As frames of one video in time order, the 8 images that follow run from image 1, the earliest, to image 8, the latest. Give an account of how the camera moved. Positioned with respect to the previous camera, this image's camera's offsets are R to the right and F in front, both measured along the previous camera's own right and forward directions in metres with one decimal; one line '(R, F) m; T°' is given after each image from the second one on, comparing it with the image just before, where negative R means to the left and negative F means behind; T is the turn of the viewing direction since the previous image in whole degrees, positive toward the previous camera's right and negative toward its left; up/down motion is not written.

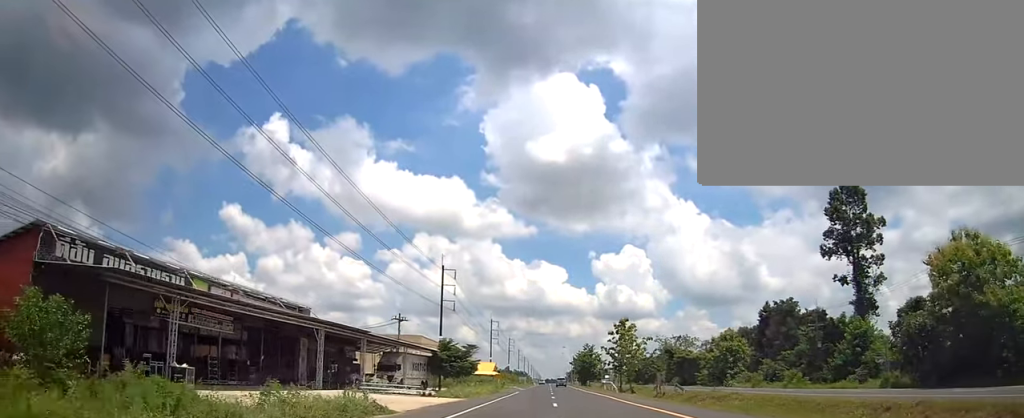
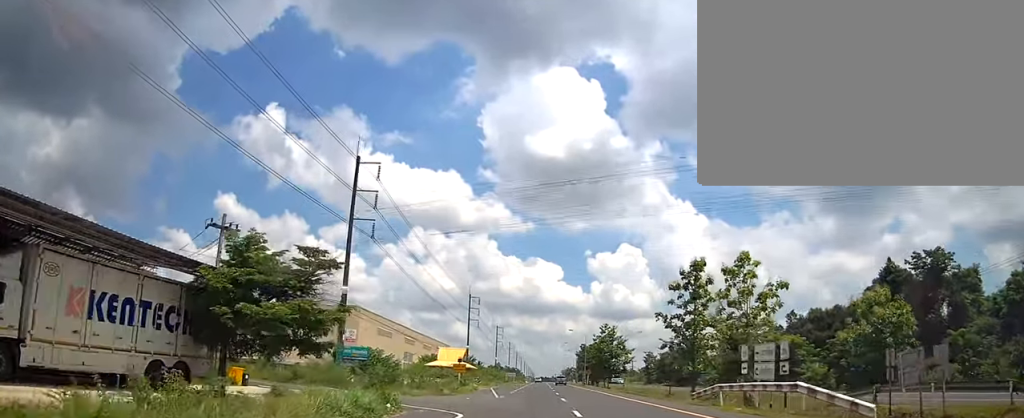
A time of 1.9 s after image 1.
(+0.5, +45.2) m; -1°
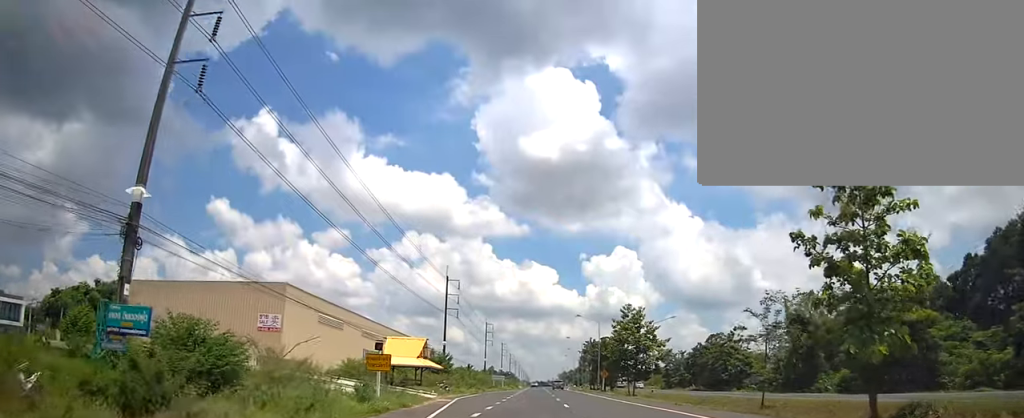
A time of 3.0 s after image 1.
(-0.2, +27.1) m; +1°
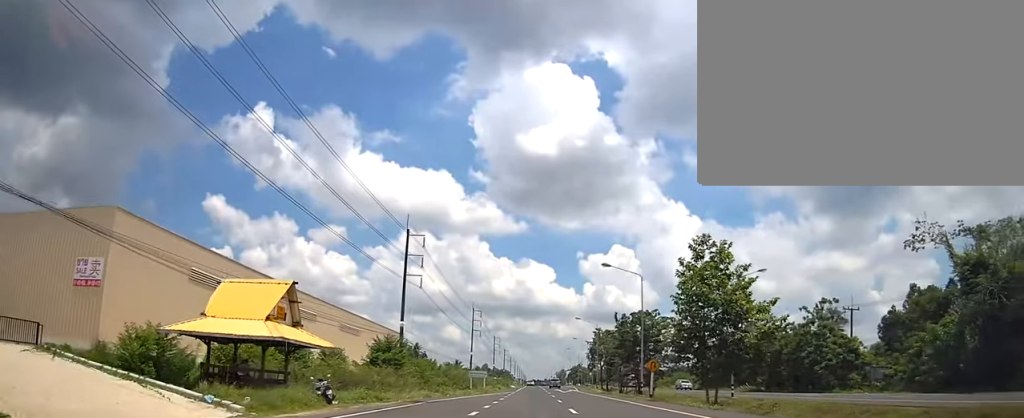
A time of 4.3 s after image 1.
(+0.4, +30.7) m; +1°
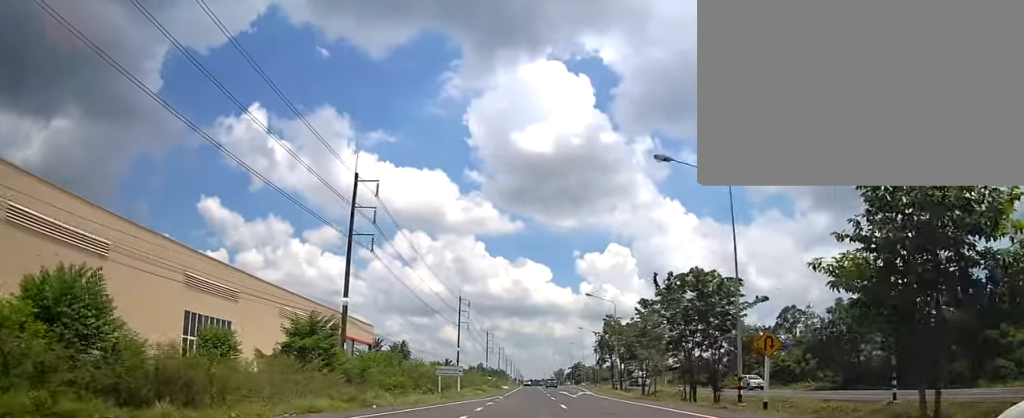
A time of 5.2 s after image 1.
(0.0, +20.5) m; +1°
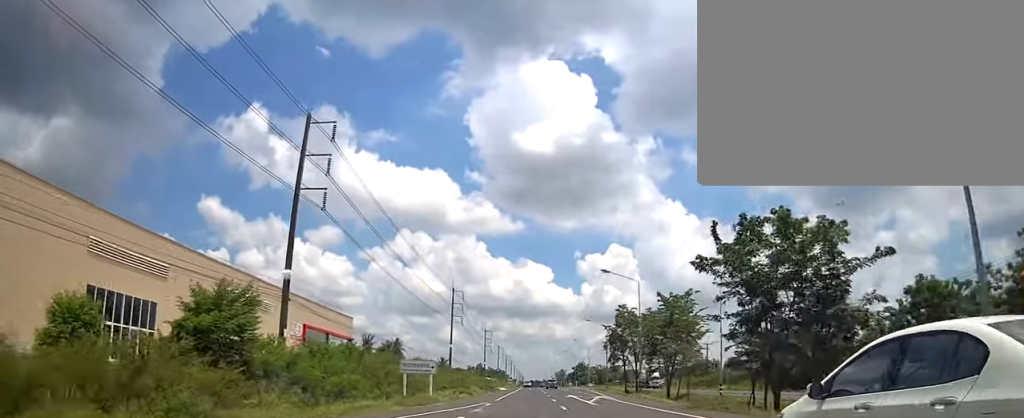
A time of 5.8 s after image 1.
(-0.1, +12.7) m; +1°
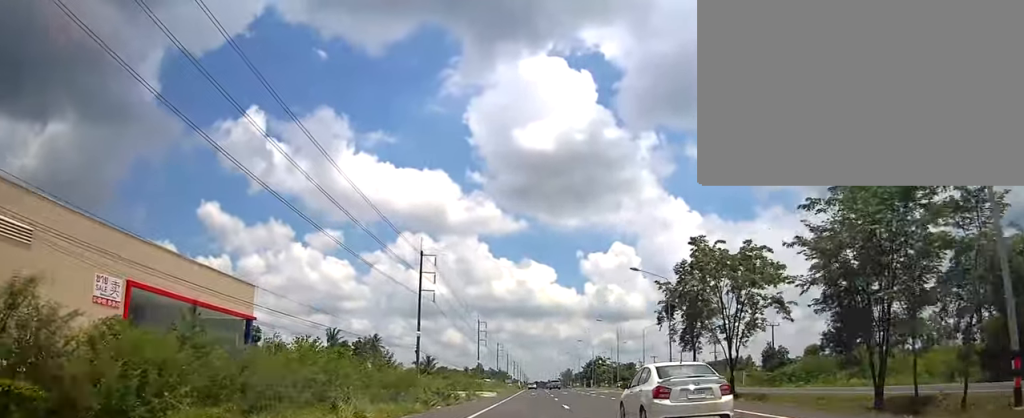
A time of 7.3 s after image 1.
(0.0, +35.4) m; -1°
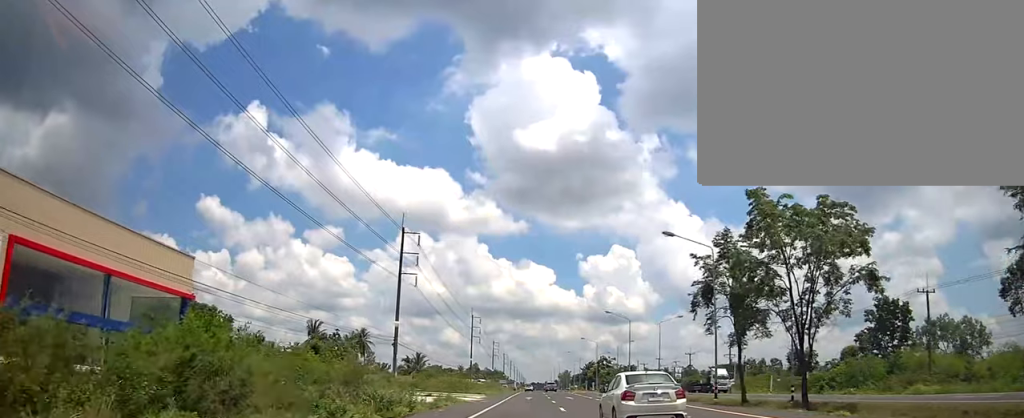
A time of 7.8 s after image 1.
(-0.1, +11.7) m; 0°
